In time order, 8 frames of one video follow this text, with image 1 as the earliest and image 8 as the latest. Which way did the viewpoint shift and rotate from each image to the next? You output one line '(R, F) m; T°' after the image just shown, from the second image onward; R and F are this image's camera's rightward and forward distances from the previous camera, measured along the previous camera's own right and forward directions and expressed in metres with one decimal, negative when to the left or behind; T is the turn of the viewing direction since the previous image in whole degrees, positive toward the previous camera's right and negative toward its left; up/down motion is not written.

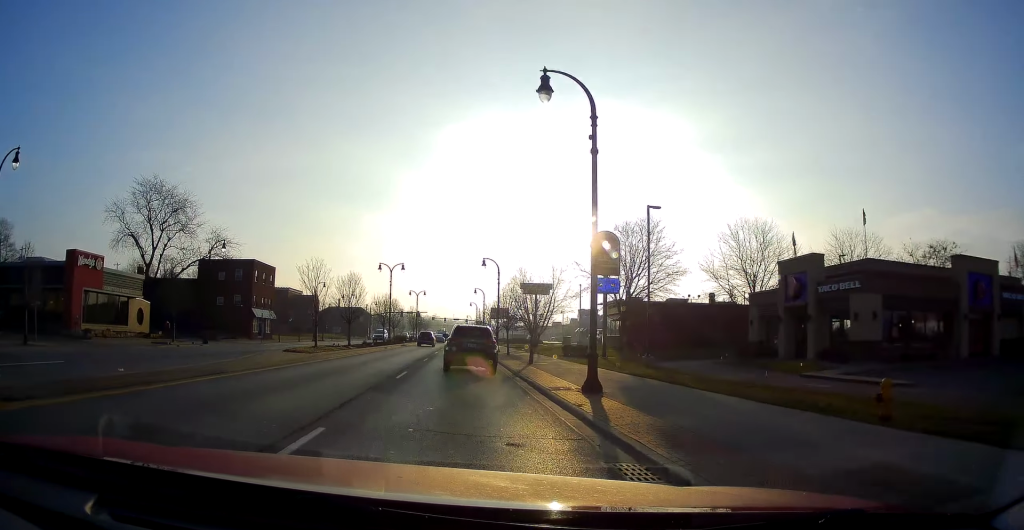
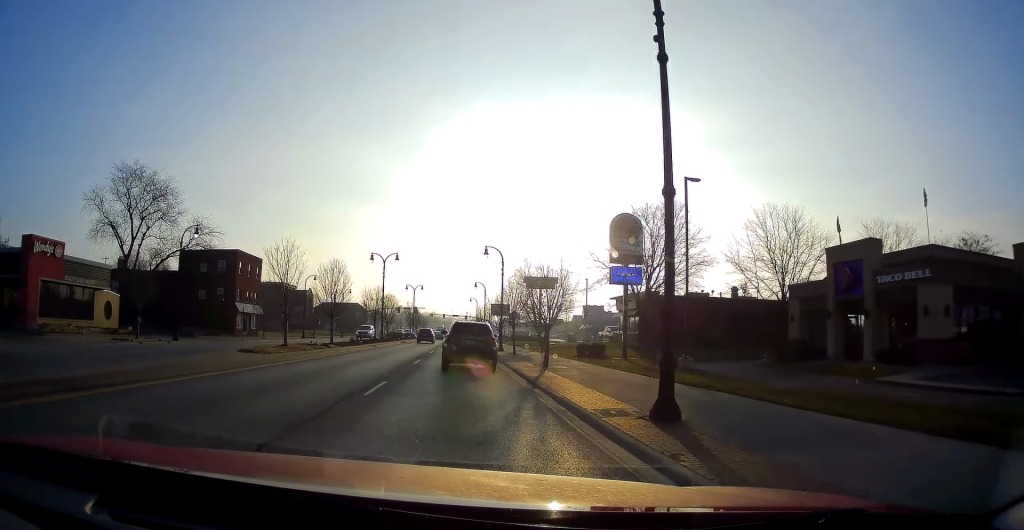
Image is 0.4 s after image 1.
(0.0, +5.6) m; -1°
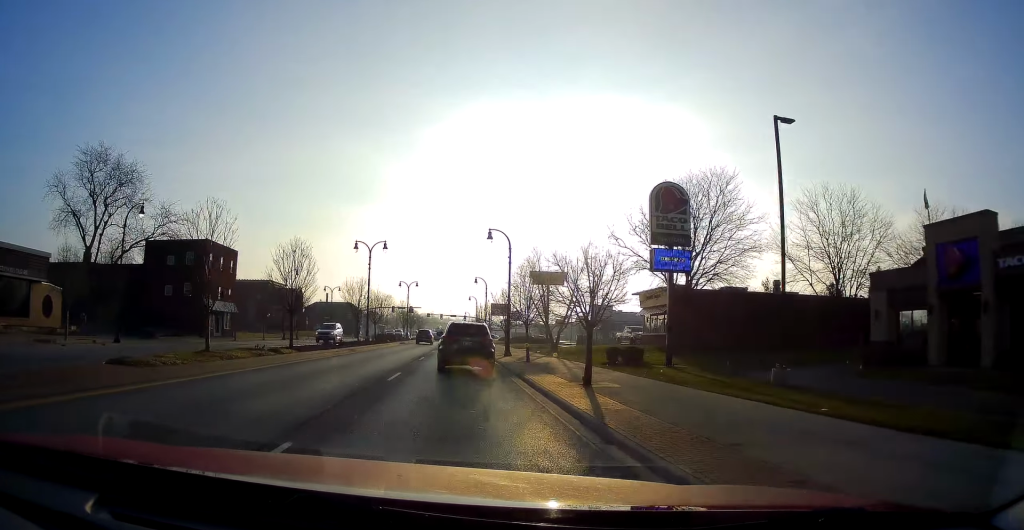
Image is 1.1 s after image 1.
(-0.1, +8.3) m; -2°
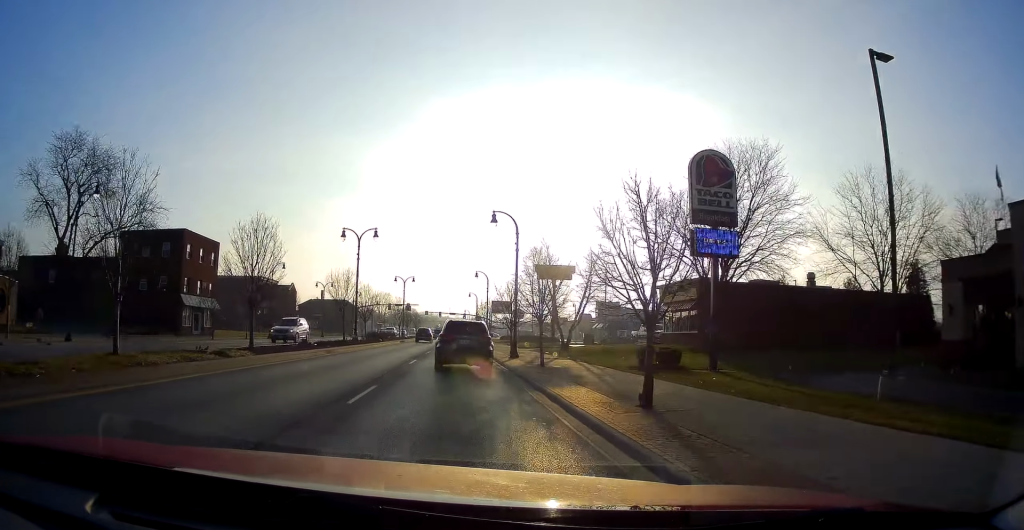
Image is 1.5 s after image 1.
(0.0, +5.4) m; 0°
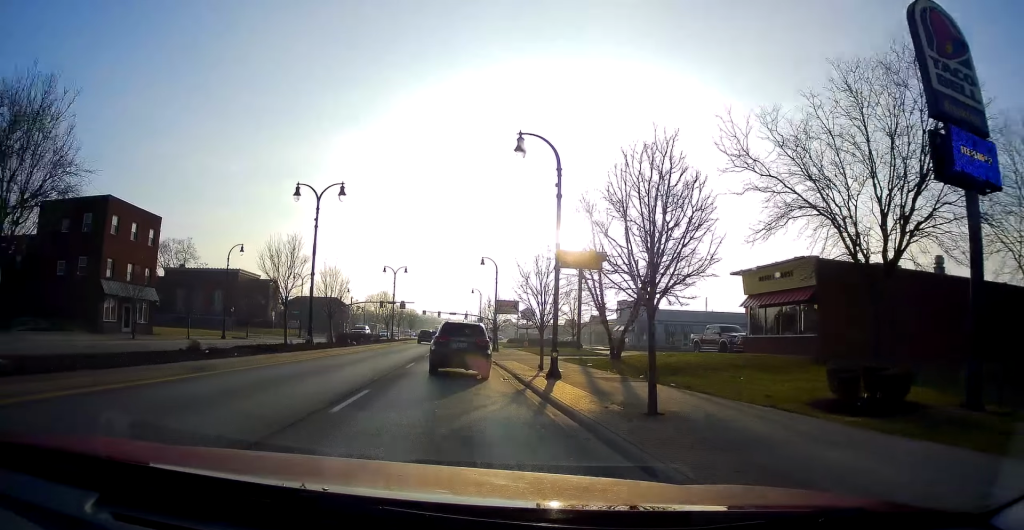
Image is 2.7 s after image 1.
(0.0, +13.7) m; +3°
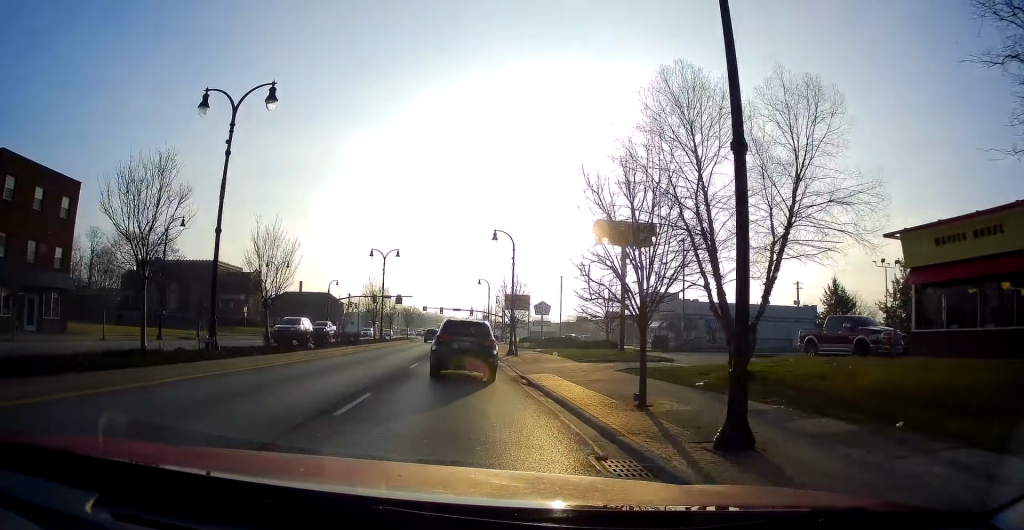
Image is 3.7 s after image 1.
(+0.5, +12.7) m; 0°
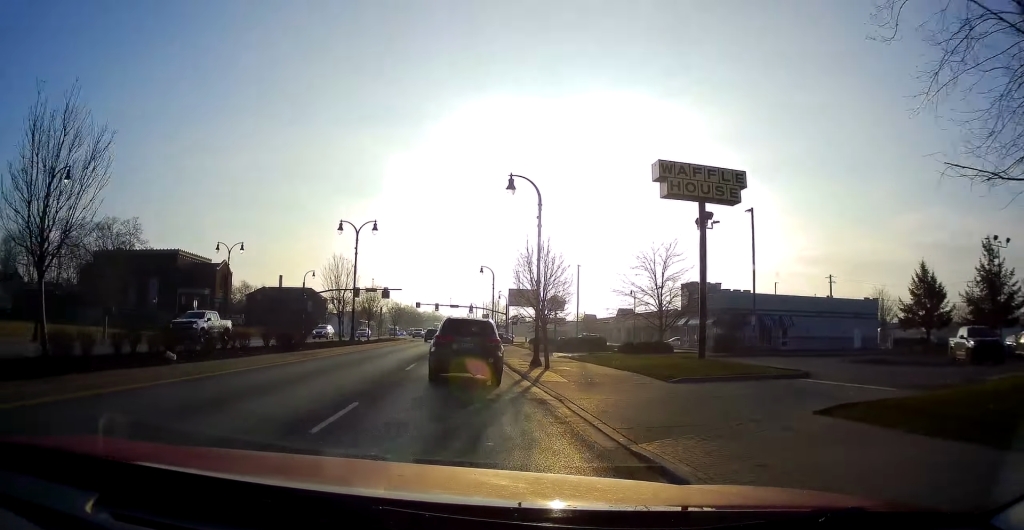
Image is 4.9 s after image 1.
(-0.3, +13.4) m; 0°
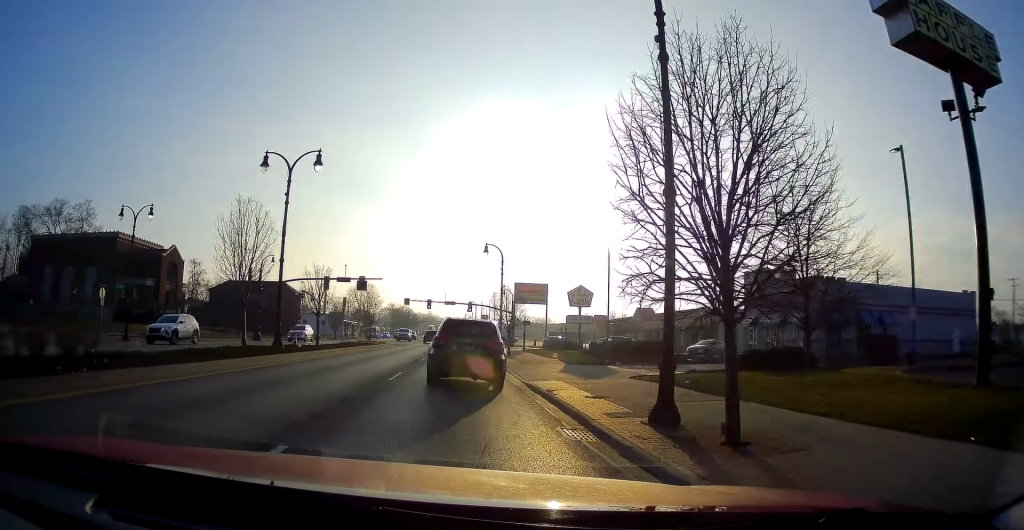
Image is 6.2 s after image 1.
(-0.2, +16.1) m; -2°
